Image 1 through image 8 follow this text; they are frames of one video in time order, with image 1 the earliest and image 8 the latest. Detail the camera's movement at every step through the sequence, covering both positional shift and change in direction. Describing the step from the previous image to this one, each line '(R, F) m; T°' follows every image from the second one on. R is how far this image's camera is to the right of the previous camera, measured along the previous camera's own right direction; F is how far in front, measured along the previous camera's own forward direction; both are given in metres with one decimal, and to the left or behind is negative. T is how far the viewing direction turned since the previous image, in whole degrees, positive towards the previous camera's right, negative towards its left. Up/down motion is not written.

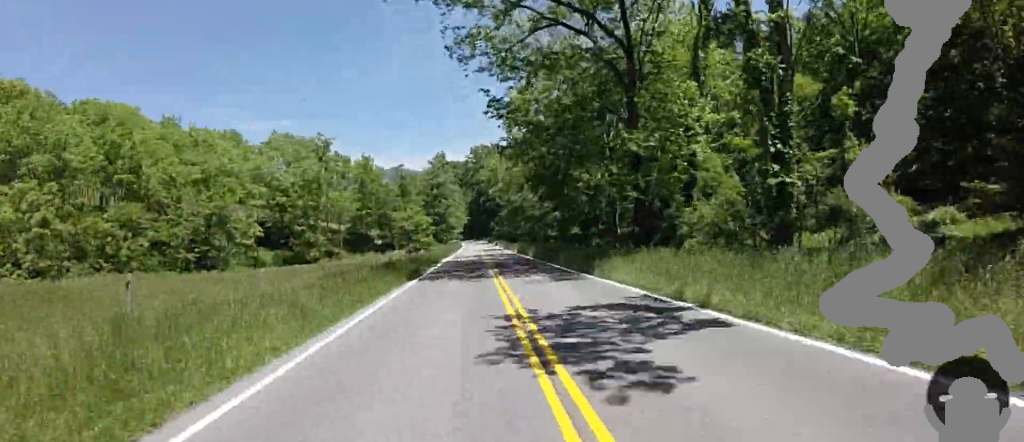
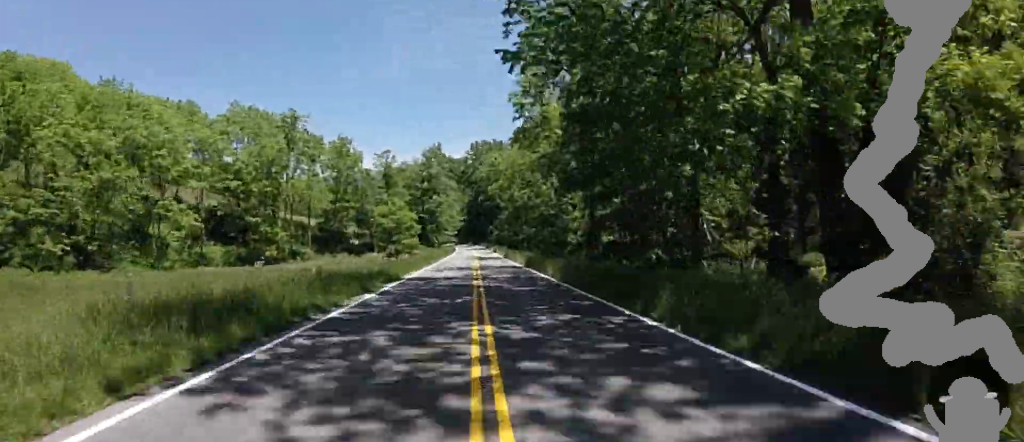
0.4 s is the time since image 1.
(+0.5, +12.4) m; -1°
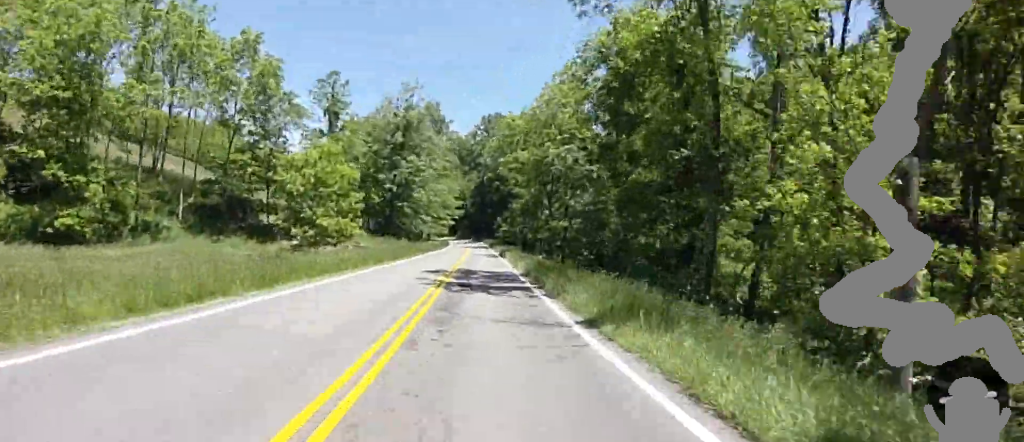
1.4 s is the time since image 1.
(+0.1, +28.3) m; -3°
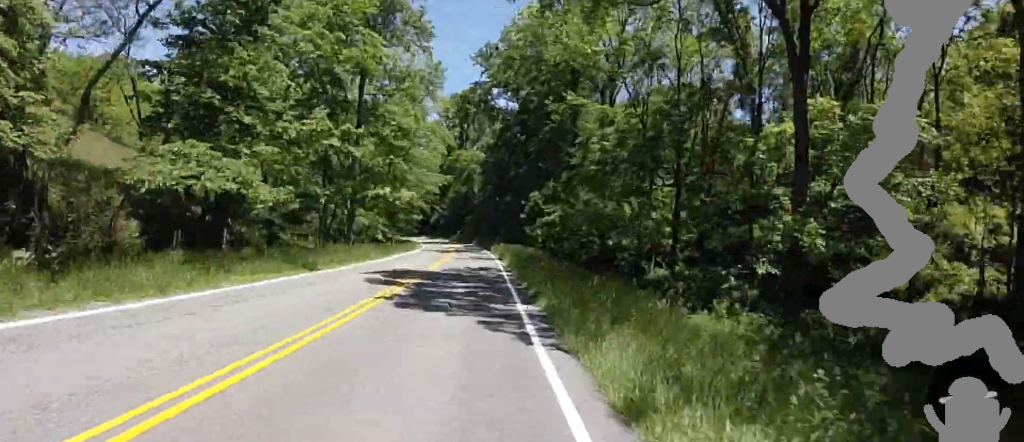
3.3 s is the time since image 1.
(-1.8, +52.1) m; -1°
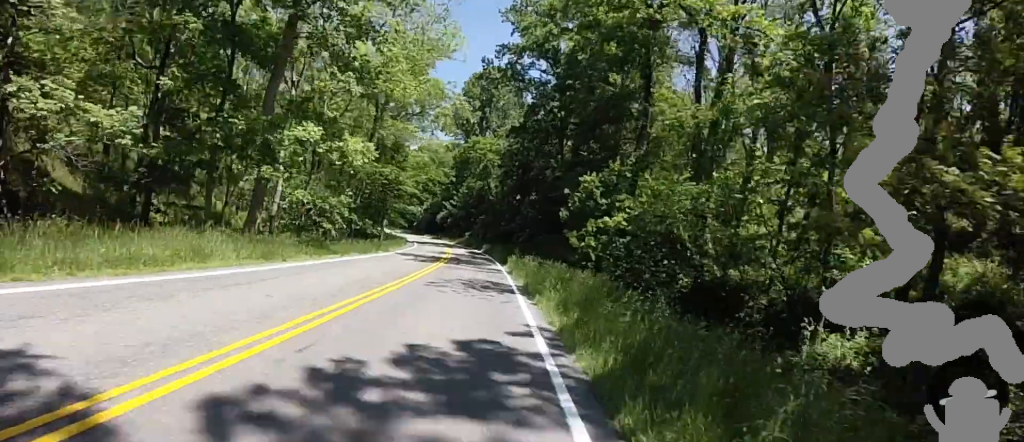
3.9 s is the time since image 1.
(+0.4, +14.4) m; -2°
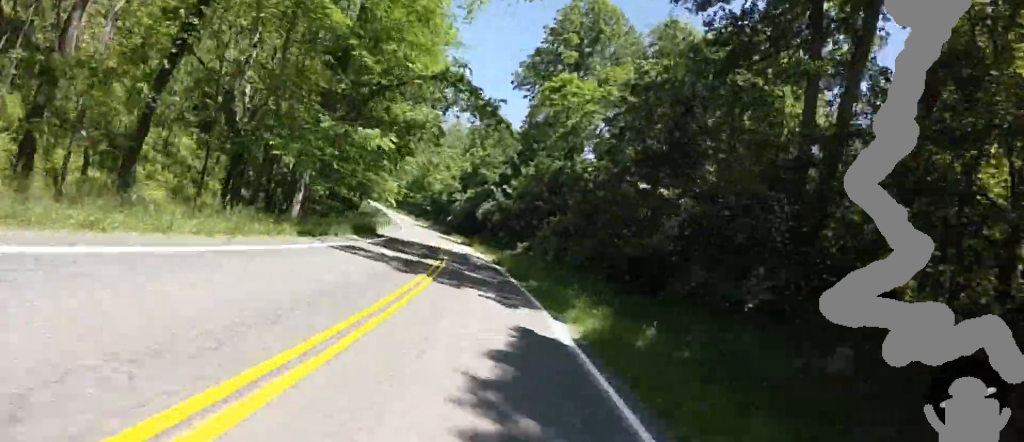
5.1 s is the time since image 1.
(-2.0, +33.1) m; -12°
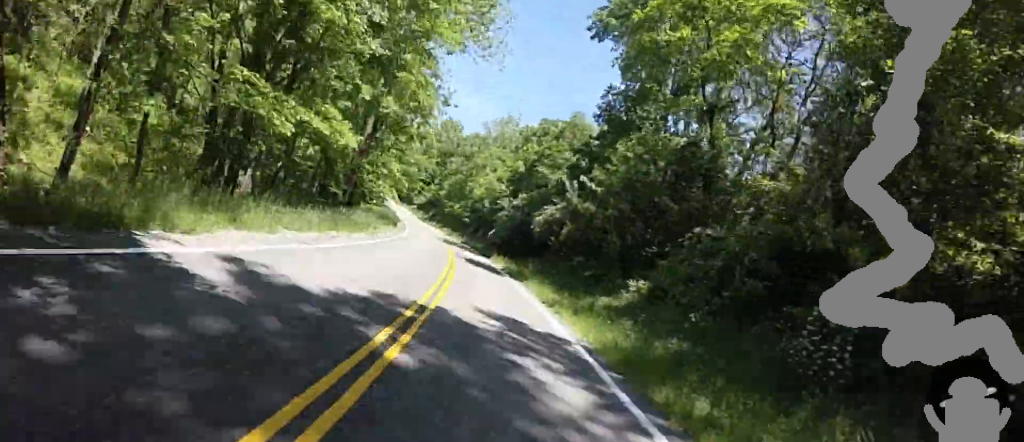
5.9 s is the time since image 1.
(-2.5, +20.6) m; -7°
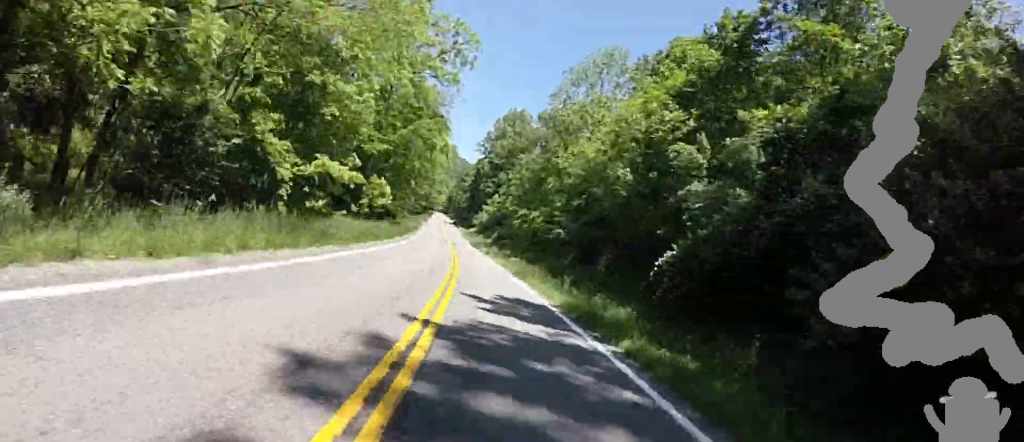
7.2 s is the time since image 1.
(-3.1, +37.2) m; -10°
